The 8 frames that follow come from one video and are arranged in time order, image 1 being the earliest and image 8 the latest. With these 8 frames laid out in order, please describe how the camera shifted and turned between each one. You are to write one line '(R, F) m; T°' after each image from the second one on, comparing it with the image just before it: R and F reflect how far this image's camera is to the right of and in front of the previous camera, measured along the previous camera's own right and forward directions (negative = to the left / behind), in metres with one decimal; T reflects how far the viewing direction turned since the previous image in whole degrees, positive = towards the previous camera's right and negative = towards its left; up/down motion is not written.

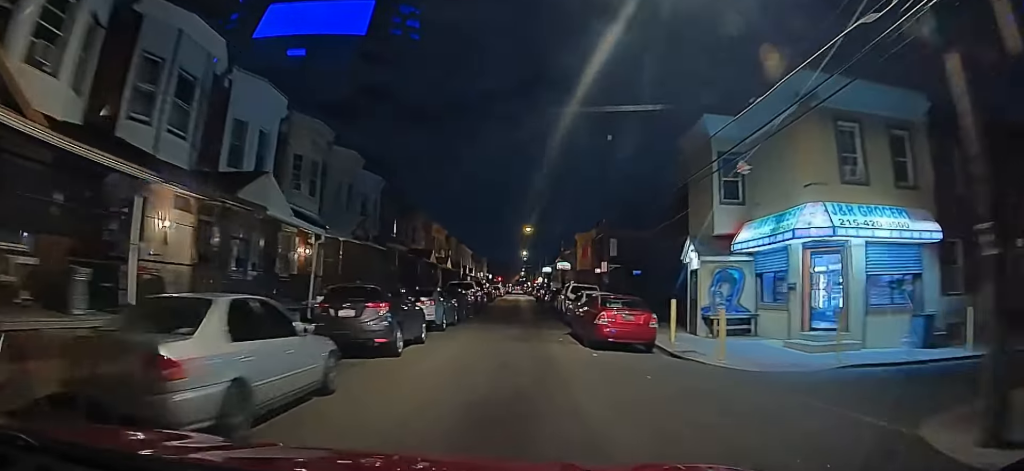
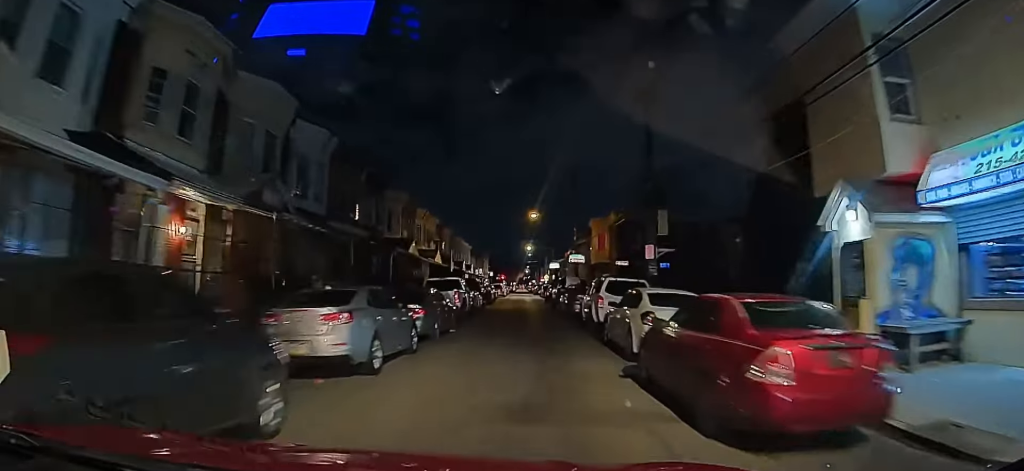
(-0.1, +8.4) m; 0°
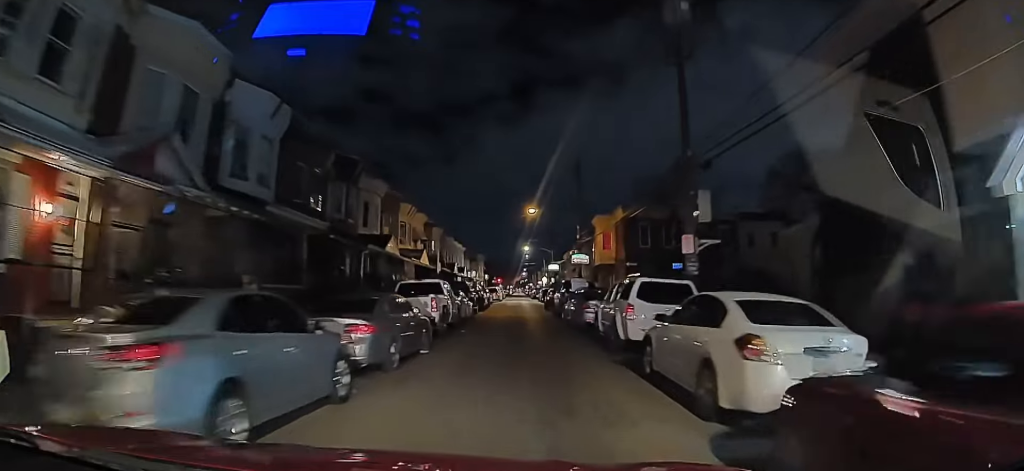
(0.0, +4.7) m; +1°
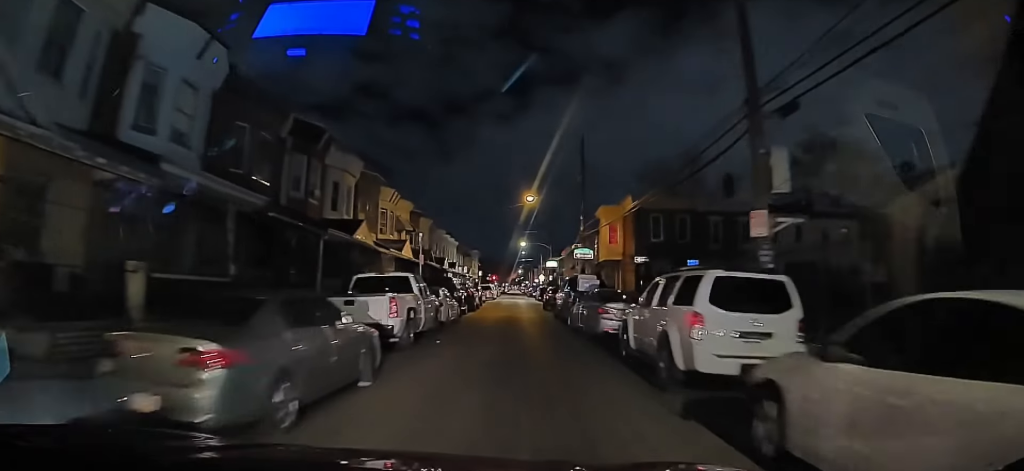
(0.0, +5.0) m; +1°
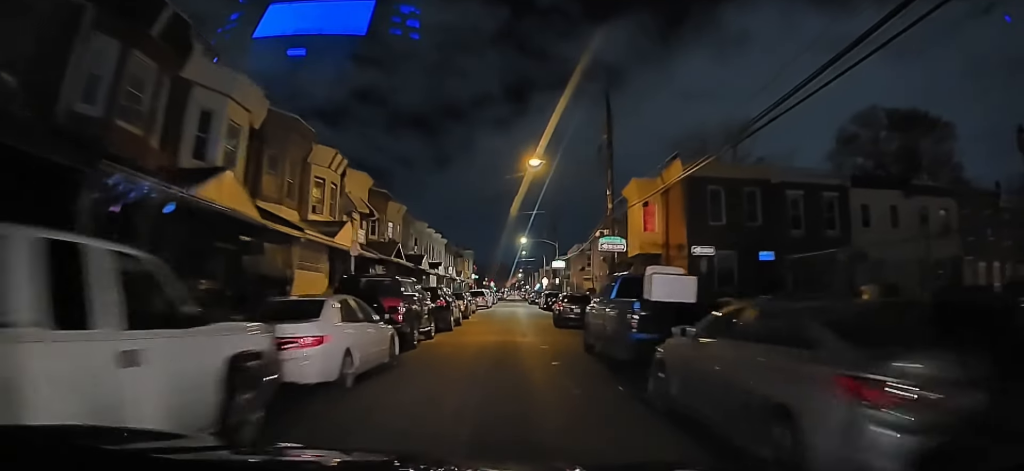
(+0.3, +12.2) m; +1°
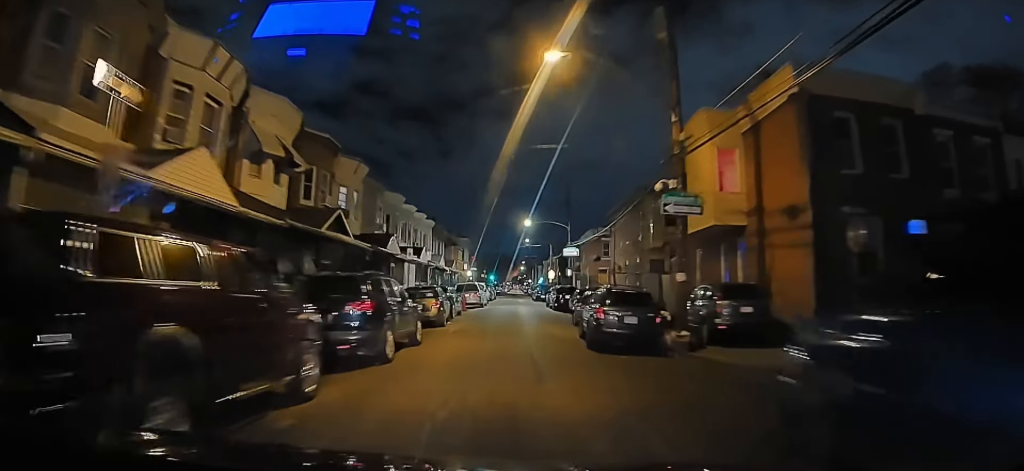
(-0.1, +10.6) m; -1°
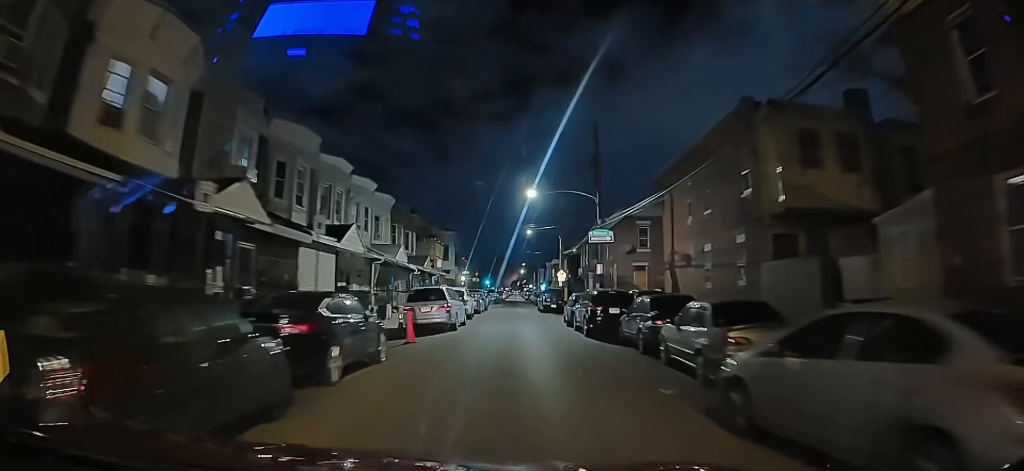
(0.0, +17.7) m; 0°
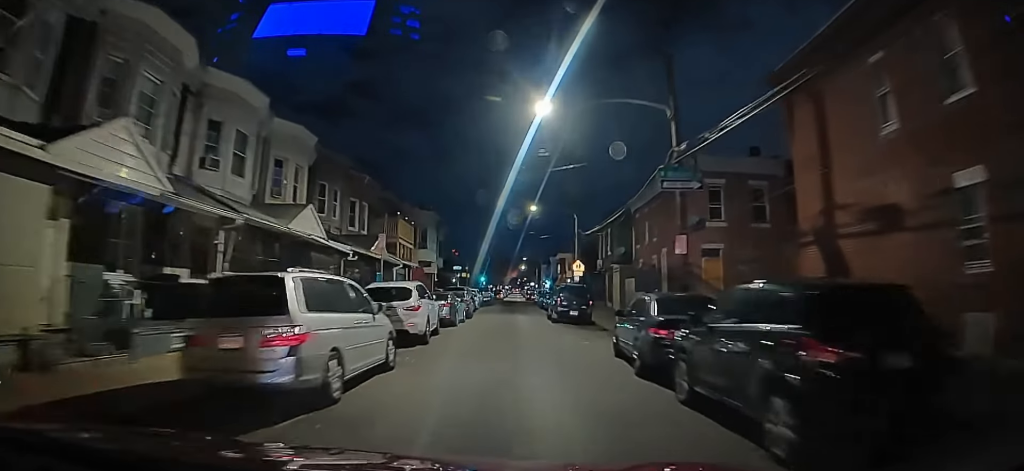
(-0.2, +15.3) m; -1°
